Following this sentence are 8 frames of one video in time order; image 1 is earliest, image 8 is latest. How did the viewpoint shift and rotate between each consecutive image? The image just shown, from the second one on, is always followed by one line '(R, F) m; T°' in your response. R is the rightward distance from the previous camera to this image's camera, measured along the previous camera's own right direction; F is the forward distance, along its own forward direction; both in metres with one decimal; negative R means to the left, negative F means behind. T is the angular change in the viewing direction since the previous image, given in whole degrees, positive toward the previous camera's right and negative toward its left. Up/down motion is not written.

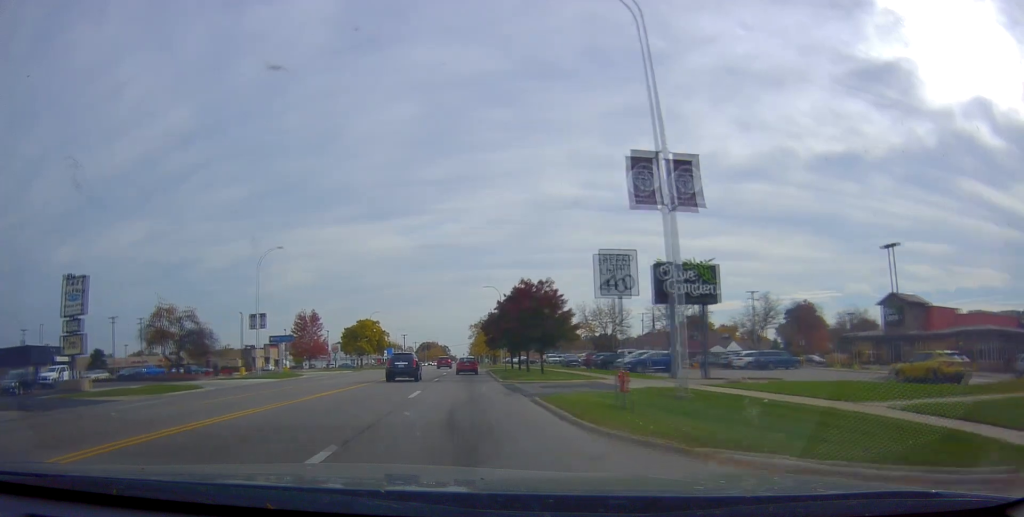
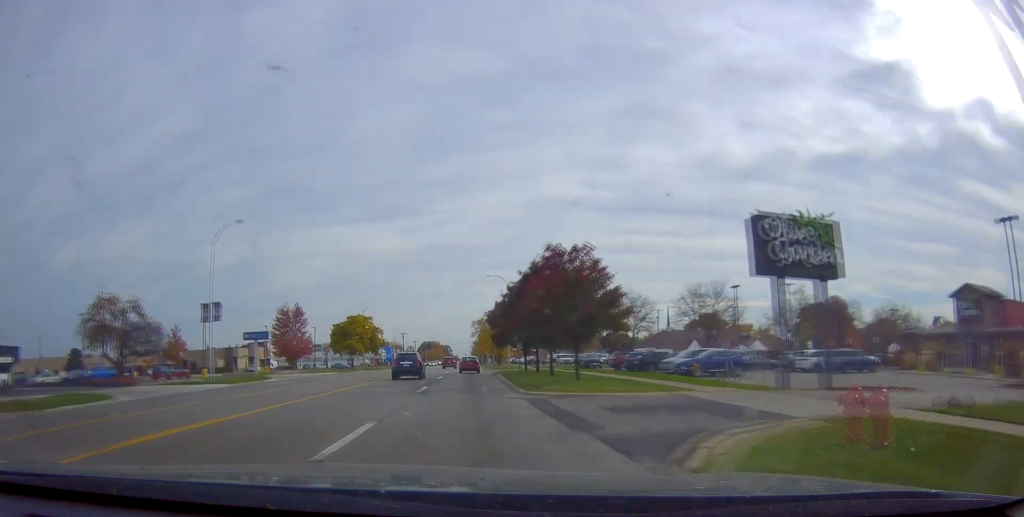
(0.0, +11.7) m; 0°
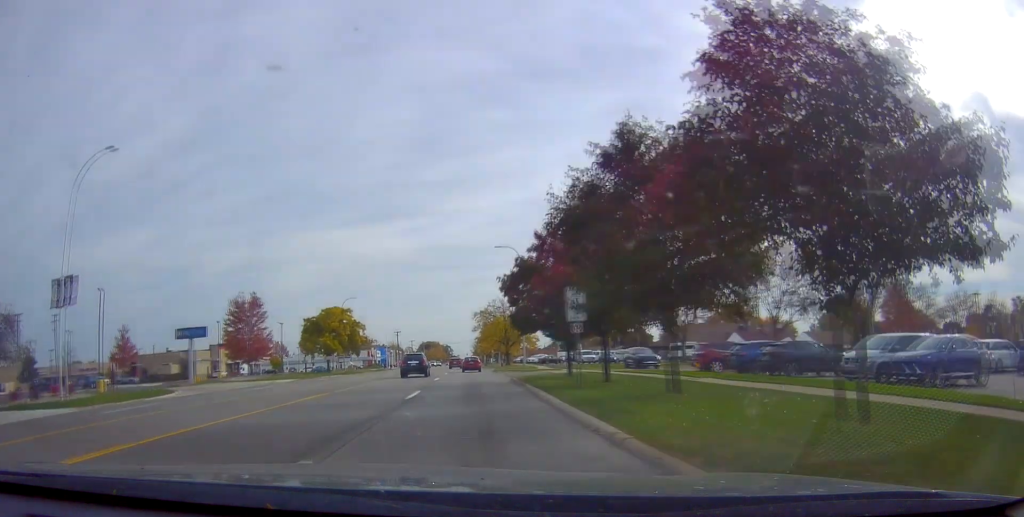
(0.0, +20.2) m; +1°
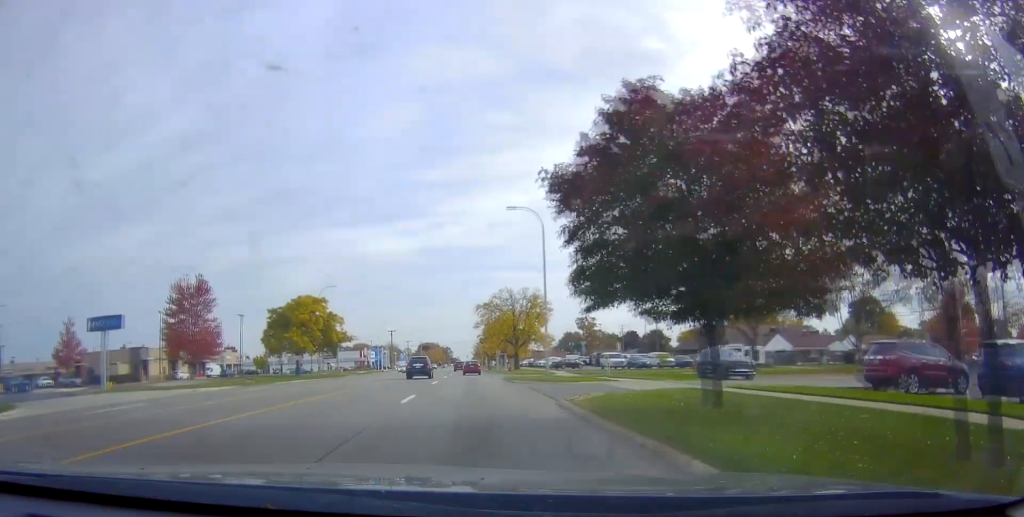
(+0.2, +16.5) m; +1°
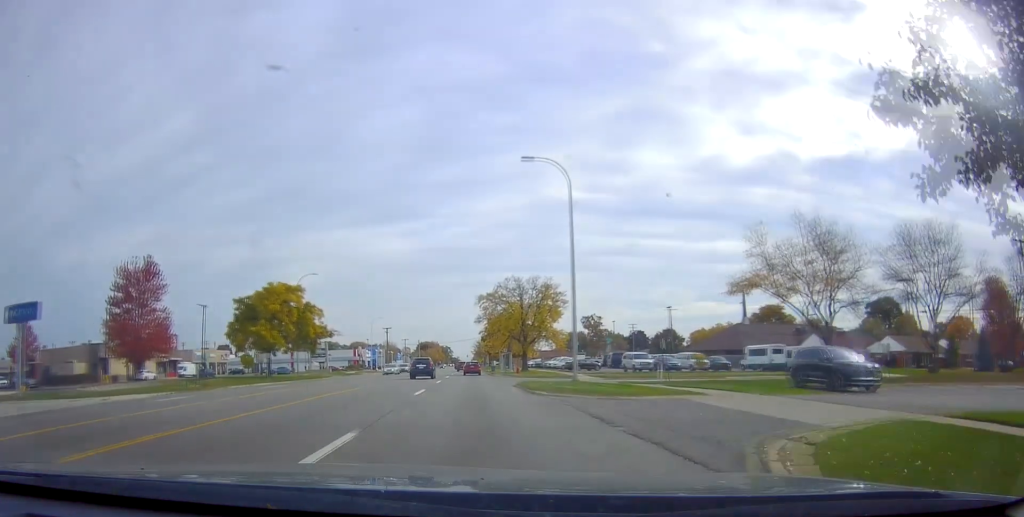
(0.0, +11.0) m; 0°
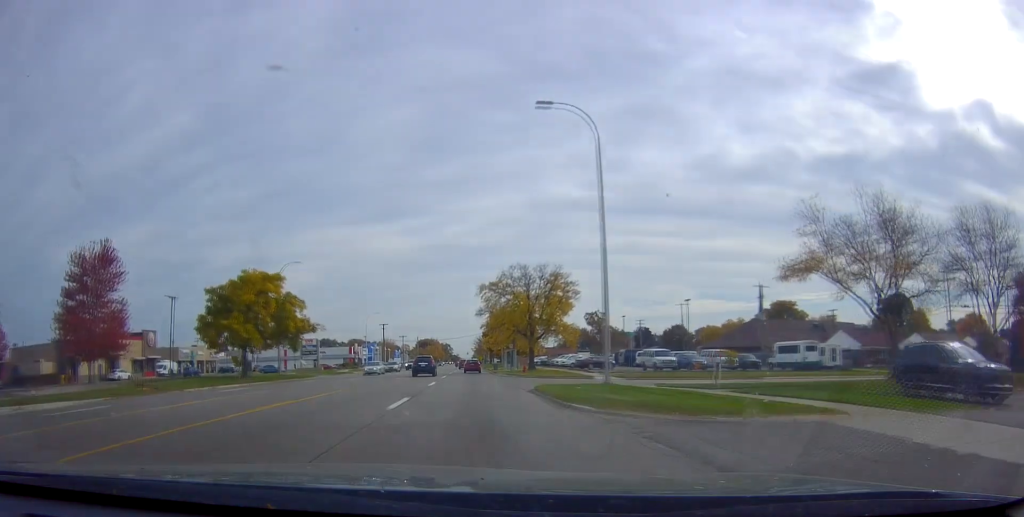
(0.0, +7.2) m; 0°
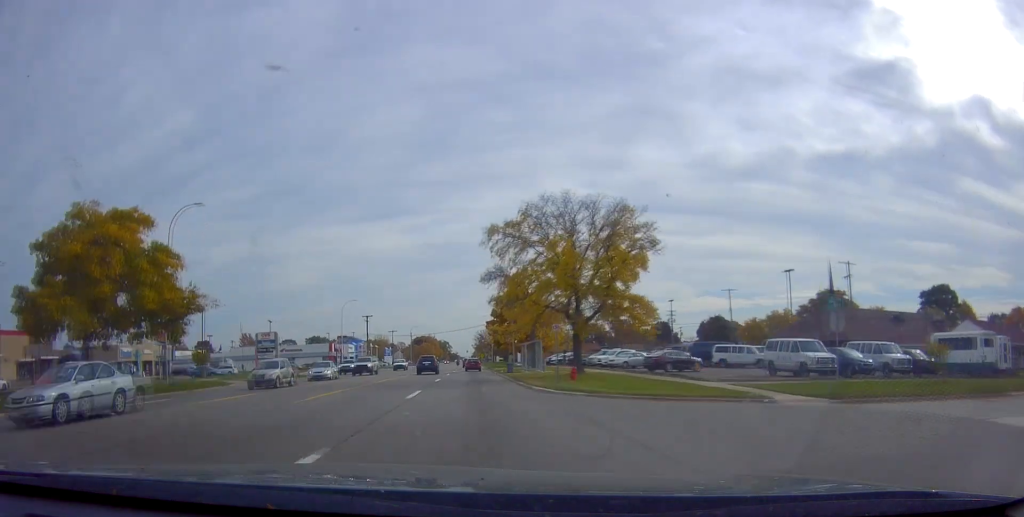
(0.0, +25.8) m; 0°
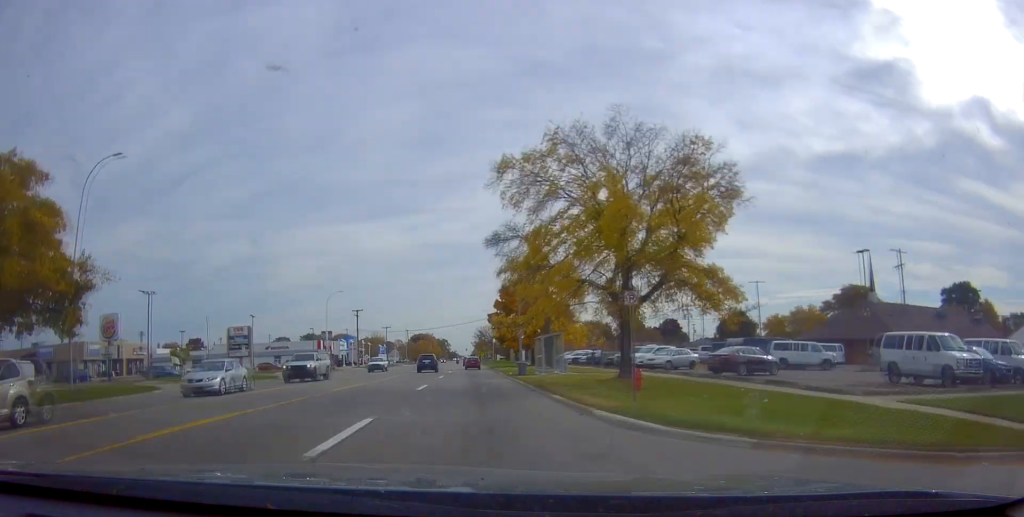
(+0.1, +11.2) m; -1°
